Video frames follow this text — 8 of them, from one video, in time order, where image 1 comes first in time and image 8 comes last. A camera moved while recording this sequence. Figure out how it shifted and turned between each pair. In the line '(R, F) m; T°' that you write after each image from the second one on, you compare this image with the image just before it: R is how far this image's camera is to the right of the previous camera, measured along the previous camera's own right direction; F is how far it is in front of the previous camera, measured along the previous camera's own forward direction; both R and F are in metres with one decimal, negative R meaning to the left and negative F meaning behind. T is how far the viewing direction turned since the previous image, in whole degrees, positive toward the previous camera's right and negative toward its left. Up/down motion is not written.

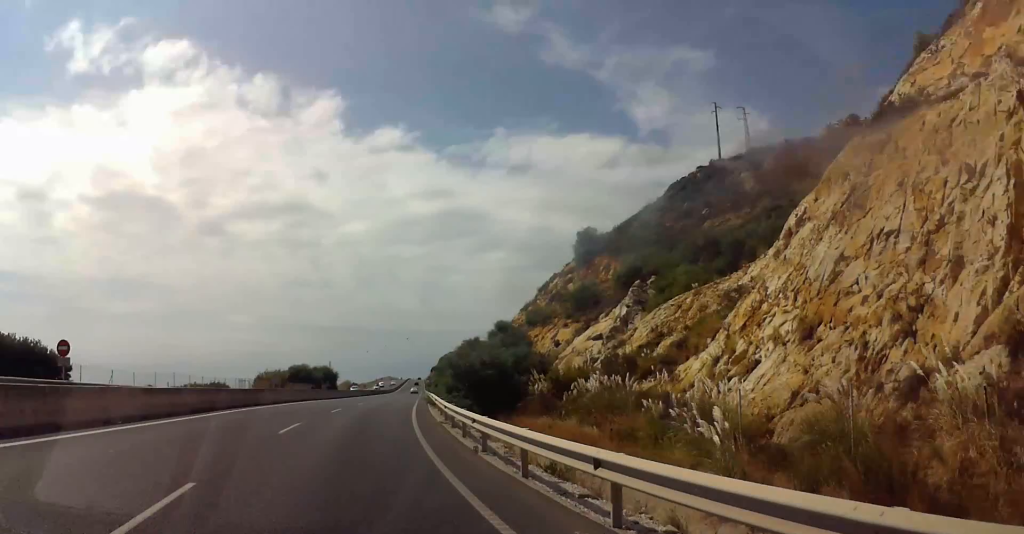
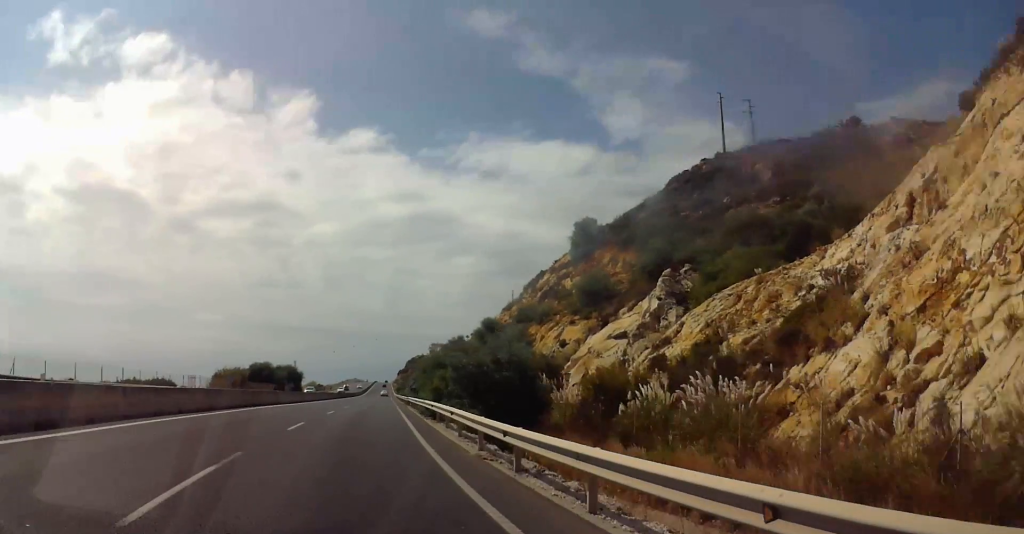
(+0.3, +11.2) m; +3°
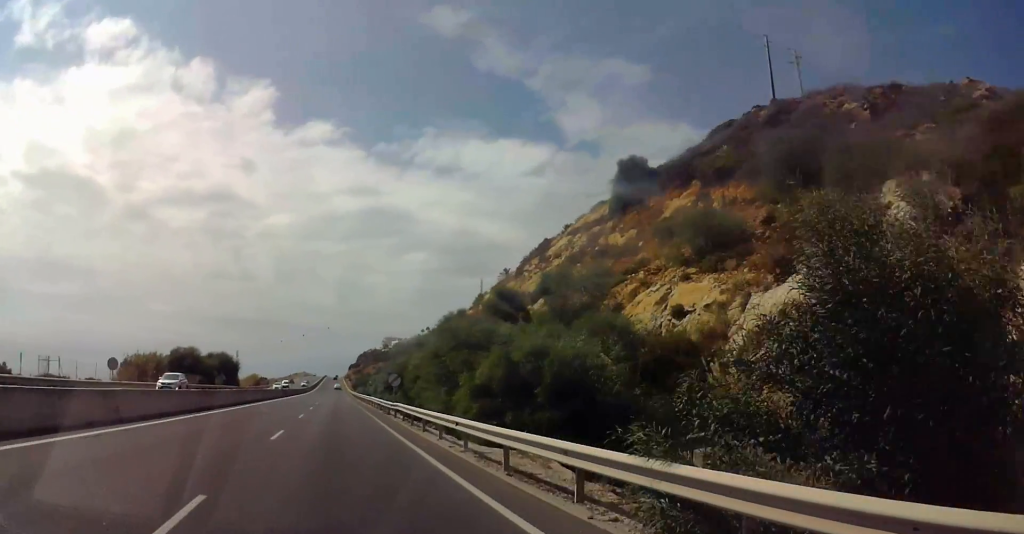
(+1.7, +25.7) m; +6°
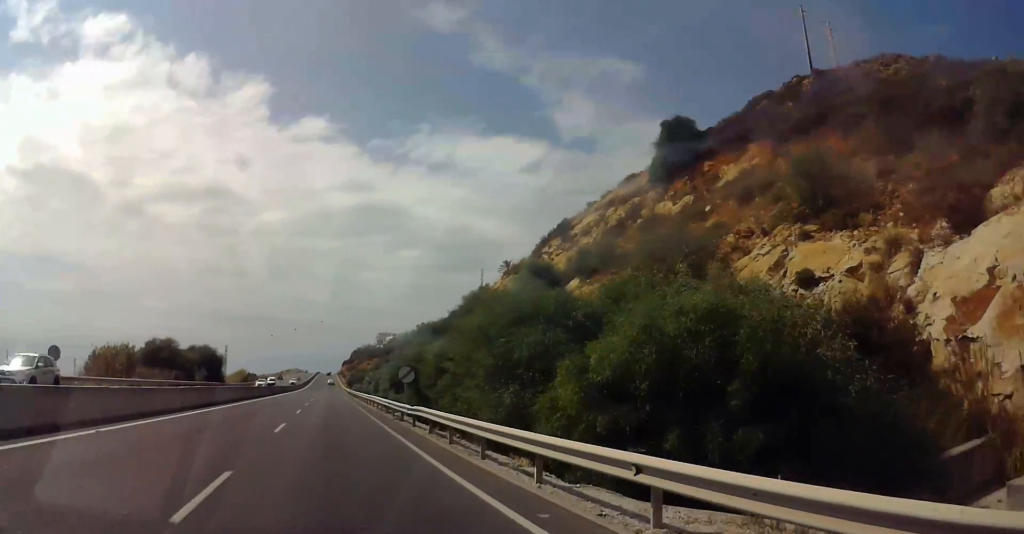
(+0.2, +10.8) m; +1°
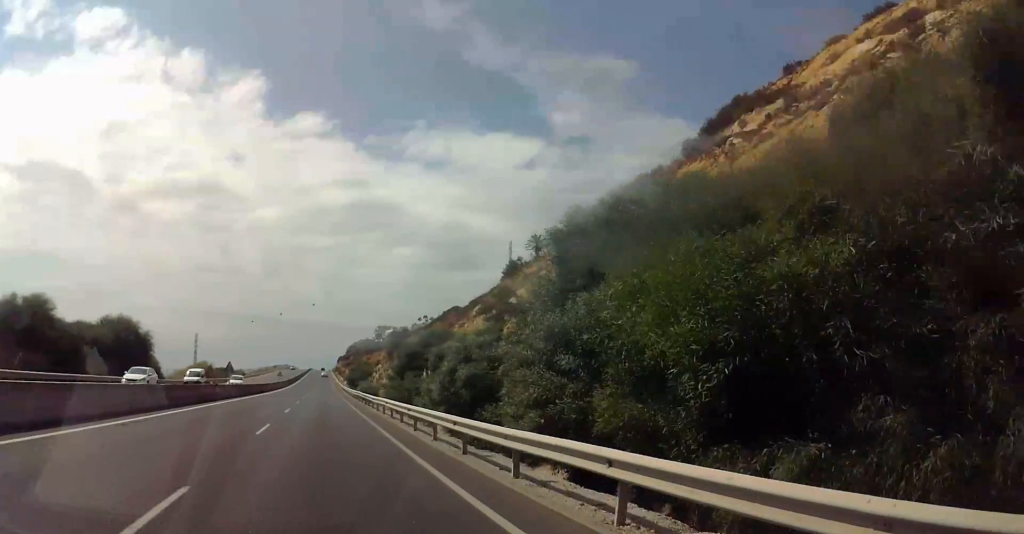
(-0.2, +39.6) m; 0°
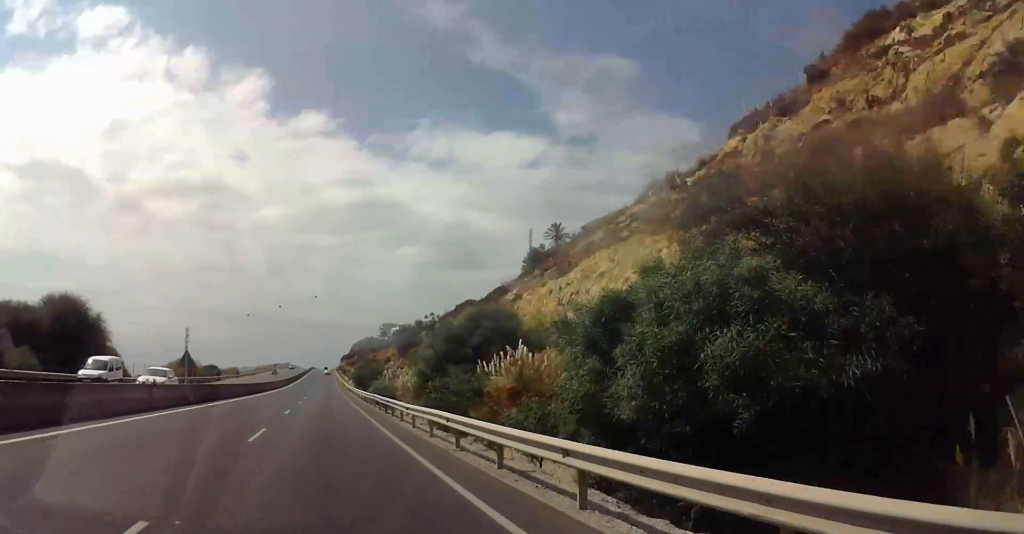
(+0.3, +14.5) m; 0°
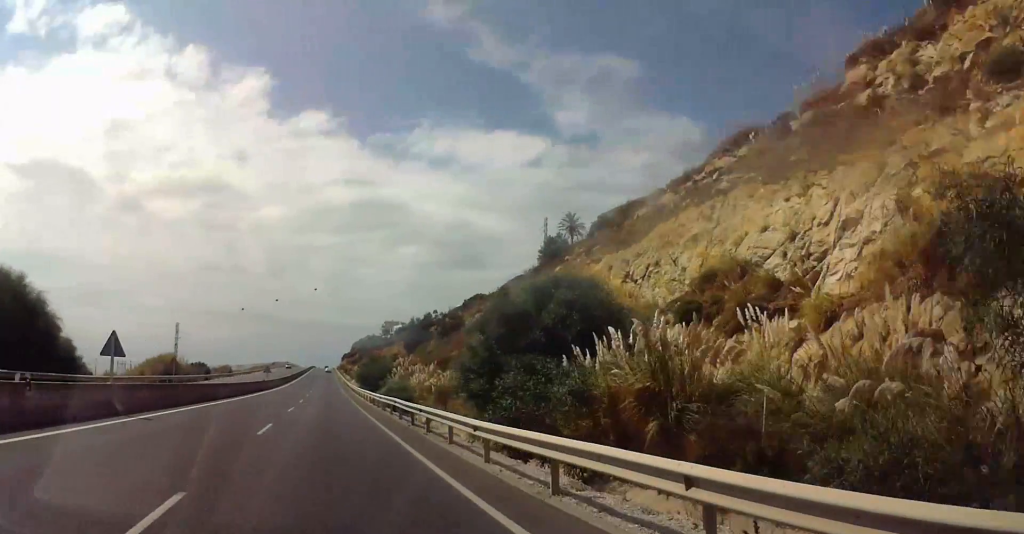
(-0.3, +10.7) m; 0°
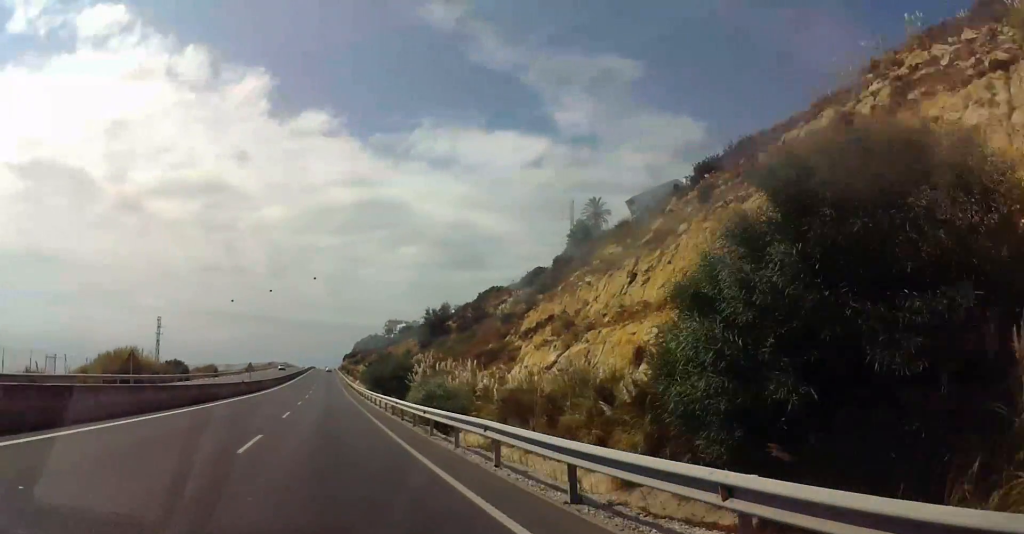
(-0.1, +16.5) m; 0°
